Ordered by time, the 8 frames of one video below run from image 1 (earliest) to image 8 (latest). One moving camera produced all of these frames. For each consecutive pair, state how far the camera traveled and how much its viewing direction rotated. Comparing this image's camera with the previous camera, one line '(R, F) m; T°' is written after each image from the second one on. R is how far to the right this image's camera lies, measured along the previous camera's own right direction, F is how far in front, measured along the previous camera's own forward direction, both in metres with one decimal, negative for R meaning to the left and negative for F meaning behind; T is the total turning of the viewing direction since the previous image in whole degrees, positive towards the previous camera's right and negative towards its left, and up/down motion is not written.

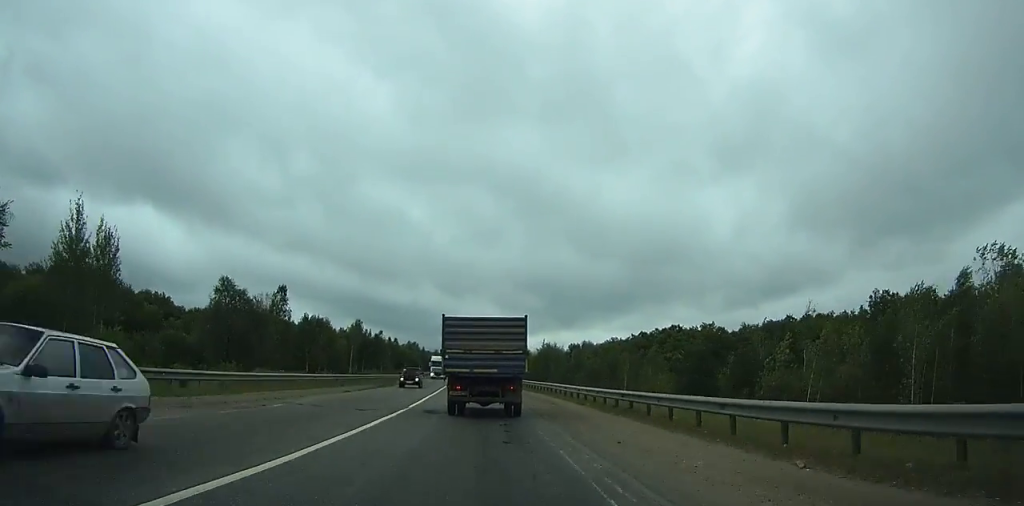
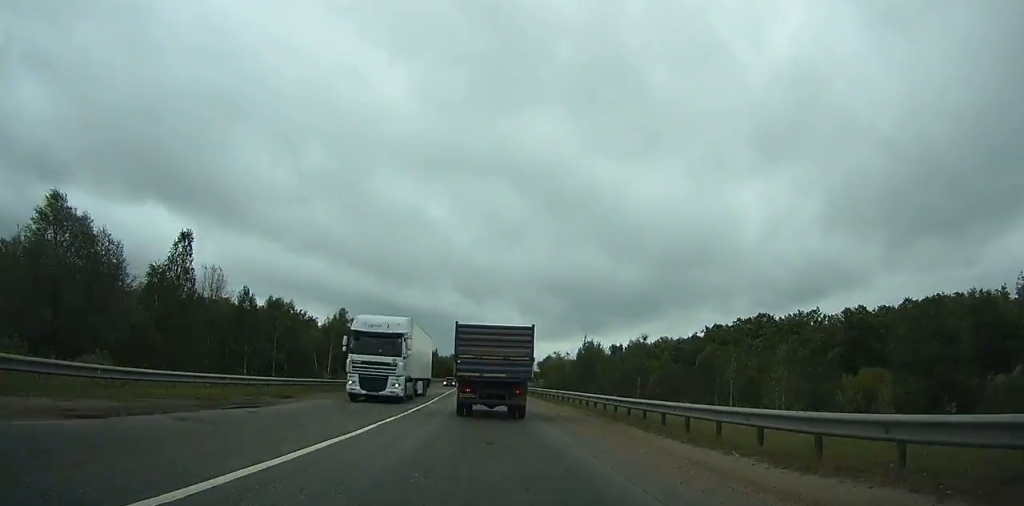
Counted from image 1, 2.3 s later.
(-1.4, +38.7) m; -4°
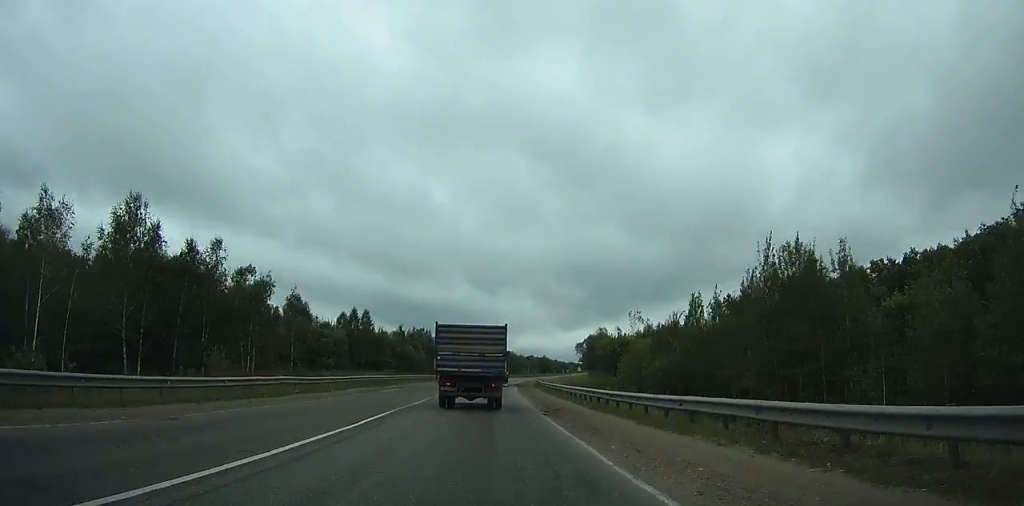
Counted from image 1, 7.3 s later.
(-2.2, +75.3) m; -2°
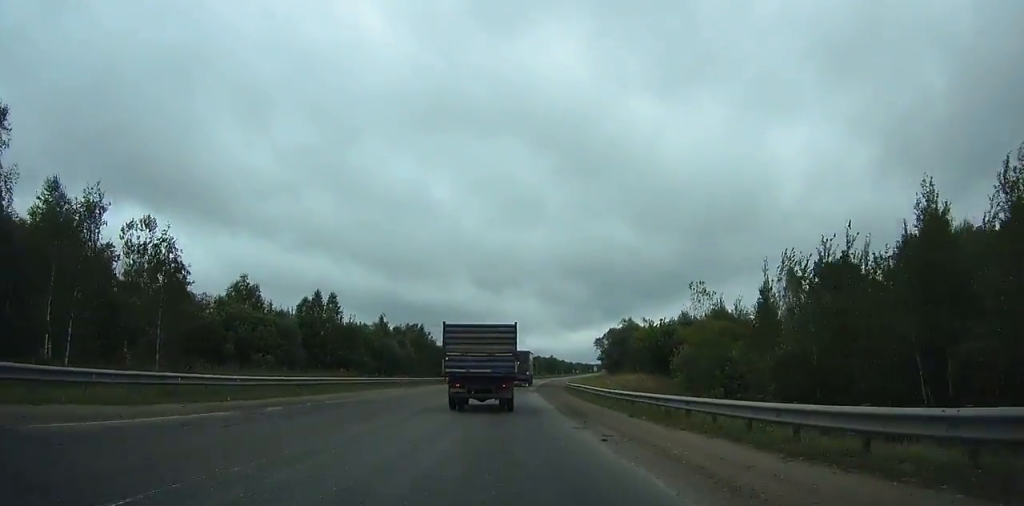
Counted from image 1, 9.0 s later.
(+0.4, +26.7) m; -2°
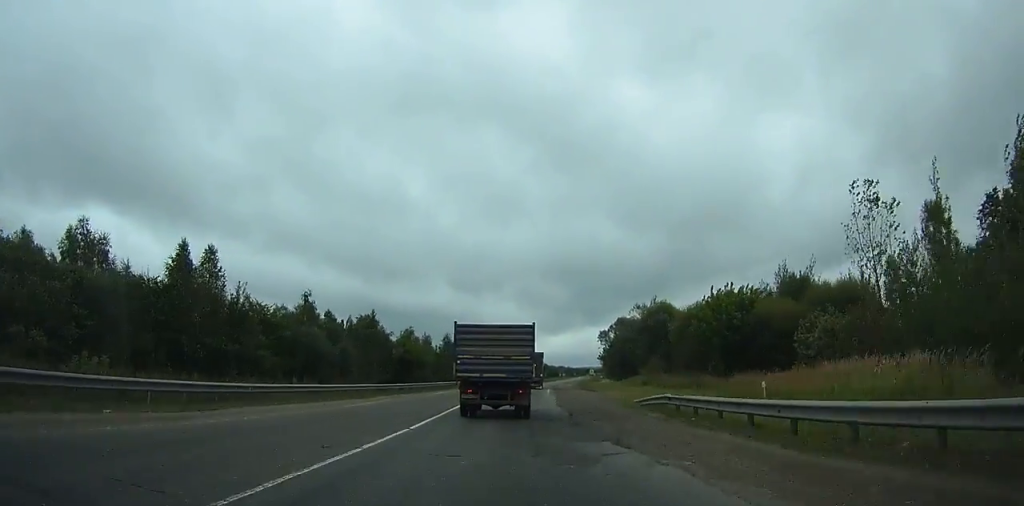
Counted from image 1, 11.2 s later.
(-1.7, +36.0) m; -1°
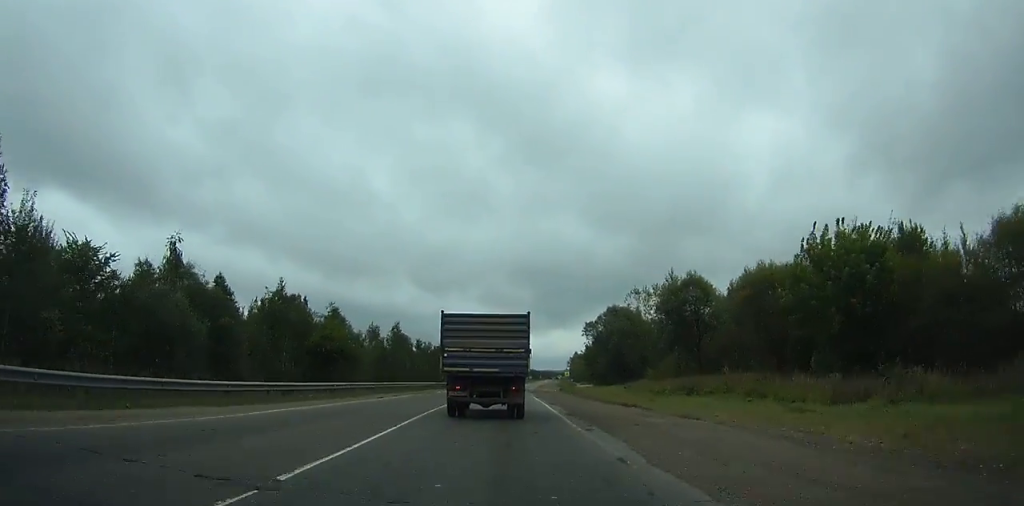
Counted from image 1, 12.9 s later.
(+0.7, +27.1) m; +3°
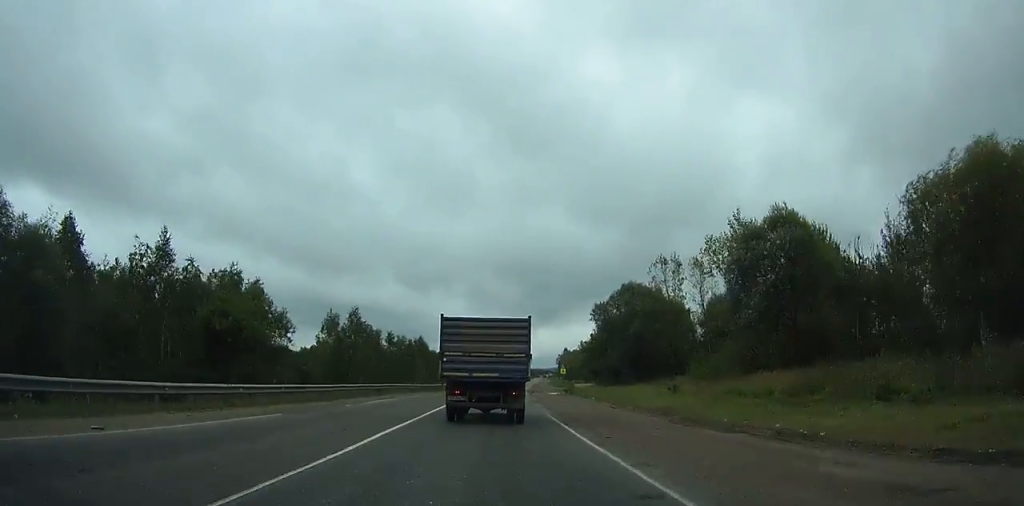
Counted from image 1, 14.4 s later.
(+0.6, +24.1) m; +2°
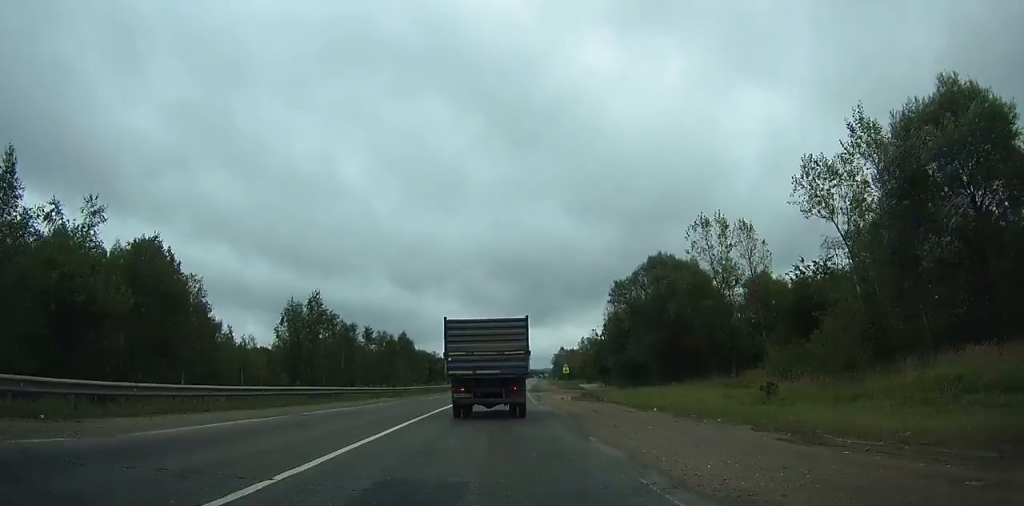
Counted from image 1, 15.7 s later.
(+0.4, +19.1) m; +1°
